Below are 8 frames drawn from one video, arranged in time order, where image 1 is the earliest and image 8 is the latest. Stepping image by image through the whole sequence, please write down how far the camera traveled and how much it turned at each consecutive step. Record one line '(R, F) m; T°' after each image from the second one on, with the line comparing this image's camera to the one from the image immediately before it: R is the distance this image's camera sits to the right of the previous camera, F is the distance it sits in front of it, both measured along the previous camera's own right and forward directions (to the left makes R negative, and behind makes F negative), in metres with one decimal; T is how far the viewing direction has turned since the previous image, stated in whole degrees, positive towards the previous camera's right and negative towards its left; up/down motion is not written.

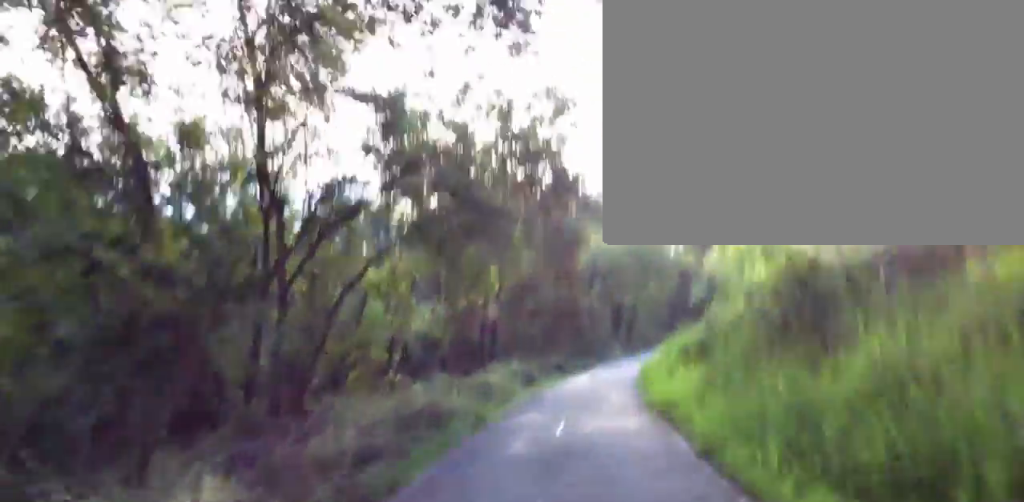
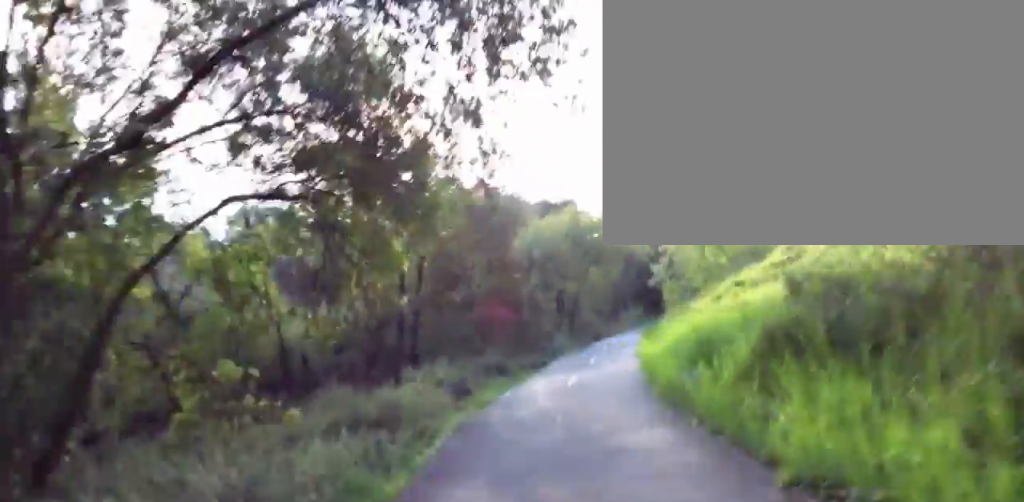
(+0.8, +5.2) m; +7°
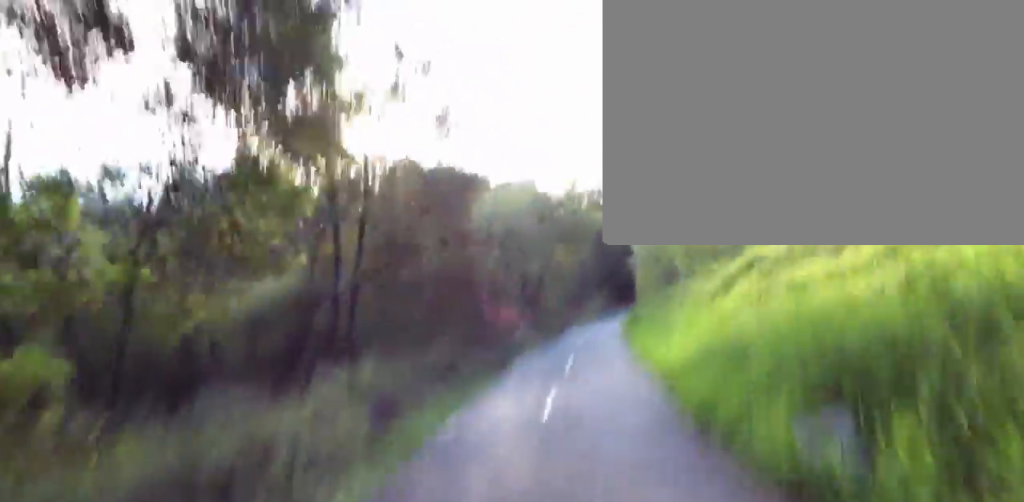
(+0.3, +3.5) m; +5°
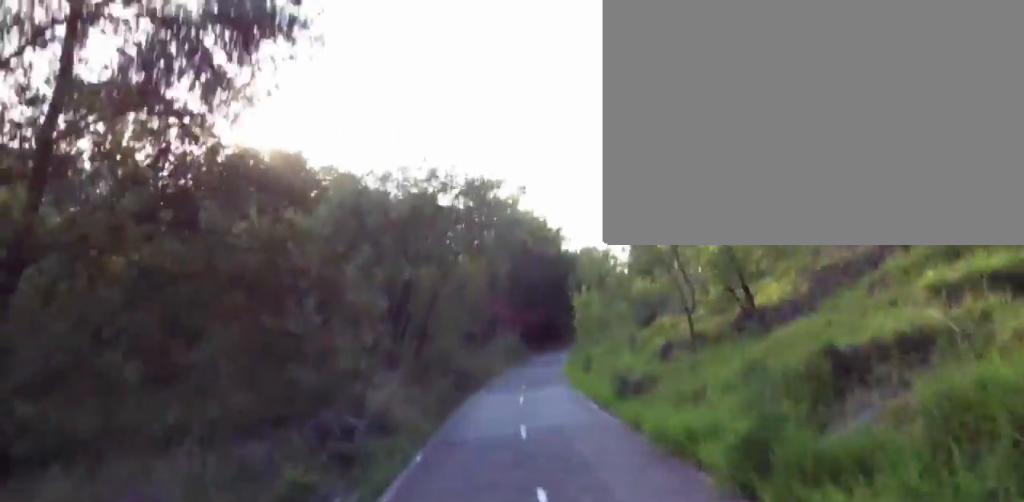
(0.0, +10.1) m; 0°
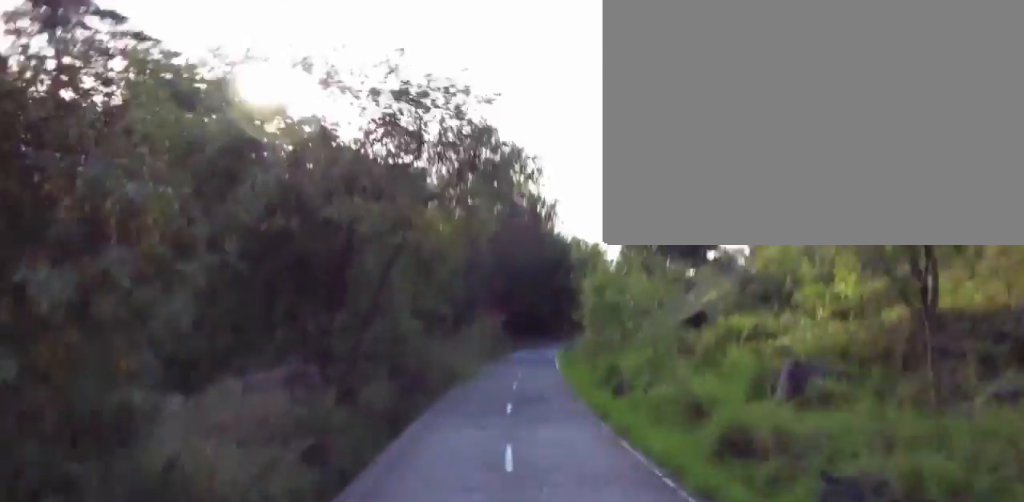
(0.0, +6.0) m; 0°
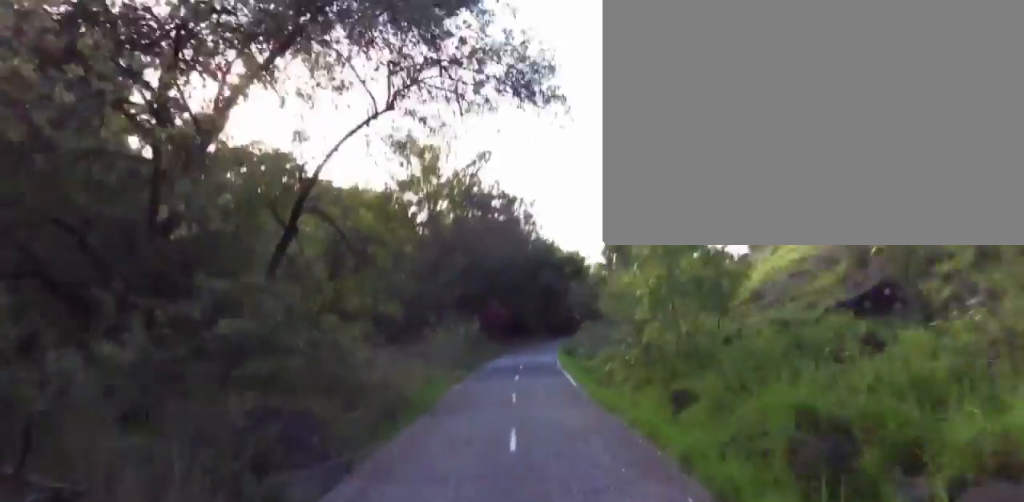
(0.0, +7.2) m; 0°
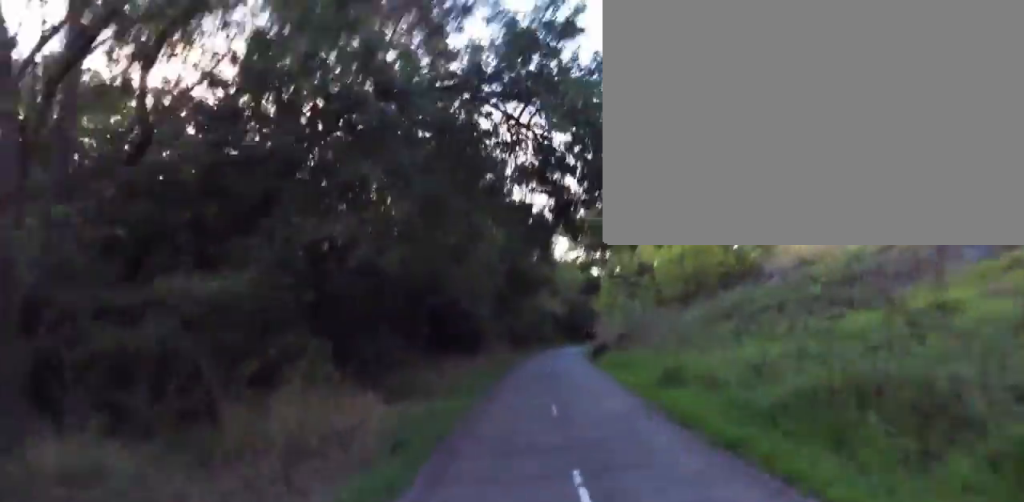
(+6.5, +24.9) m; +9°
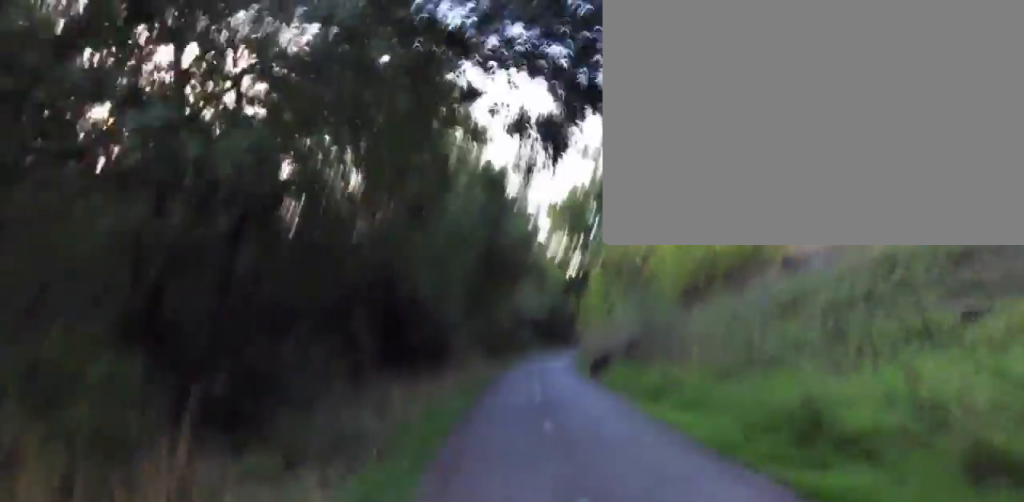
(-0.6, +4.1) m; 0°
